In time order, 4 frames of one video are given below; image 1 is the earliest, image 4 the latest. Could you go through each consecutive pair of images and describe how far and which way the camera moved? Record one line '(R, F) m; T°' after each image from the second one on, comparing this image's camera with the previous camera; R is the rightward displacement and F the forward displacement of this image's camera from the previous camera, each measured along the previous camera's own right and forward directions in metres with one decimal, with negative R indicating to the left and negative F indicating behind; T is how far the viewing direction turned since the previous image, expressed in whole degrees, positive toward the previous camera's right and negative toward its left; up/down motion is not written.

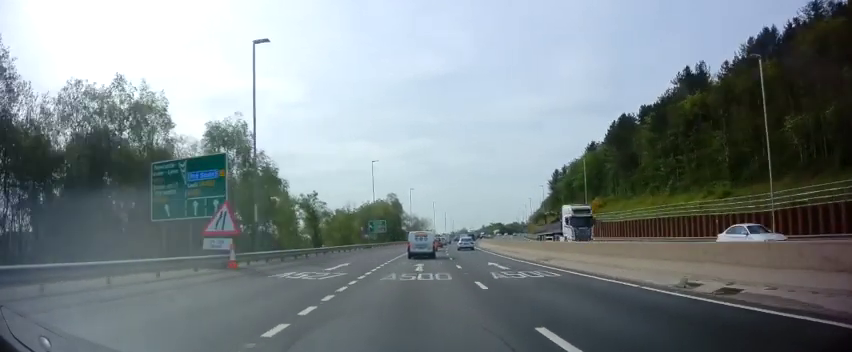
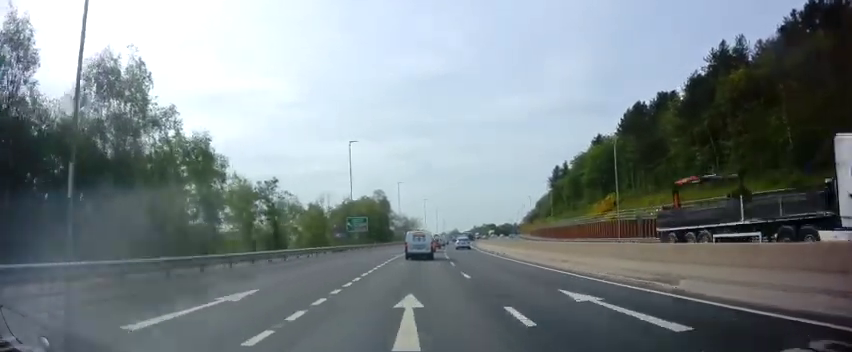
(+0.2, +14.2) m; +1°
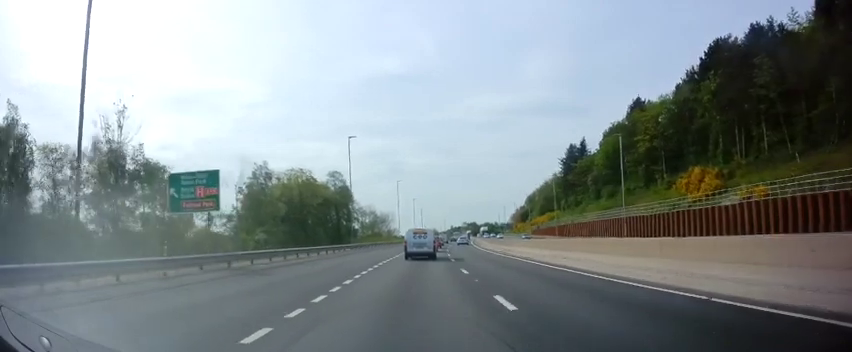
(+1.8, +43.3) m; +3°
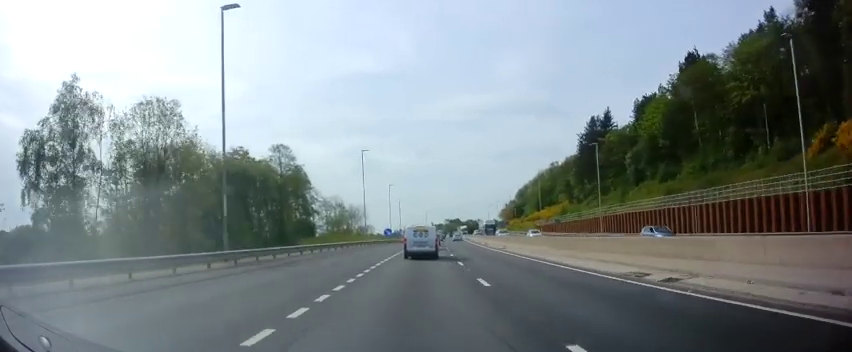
(+0.6, +31.9) m; +4°
